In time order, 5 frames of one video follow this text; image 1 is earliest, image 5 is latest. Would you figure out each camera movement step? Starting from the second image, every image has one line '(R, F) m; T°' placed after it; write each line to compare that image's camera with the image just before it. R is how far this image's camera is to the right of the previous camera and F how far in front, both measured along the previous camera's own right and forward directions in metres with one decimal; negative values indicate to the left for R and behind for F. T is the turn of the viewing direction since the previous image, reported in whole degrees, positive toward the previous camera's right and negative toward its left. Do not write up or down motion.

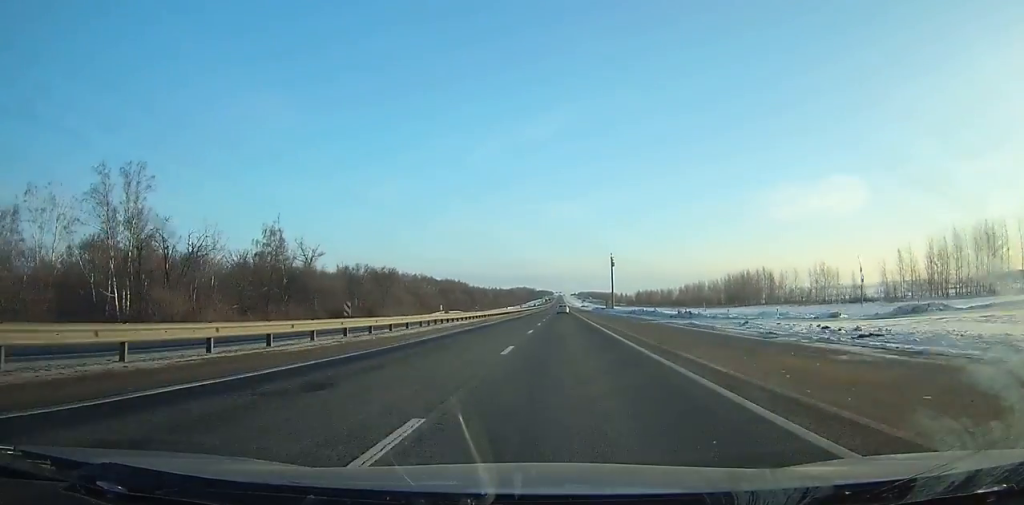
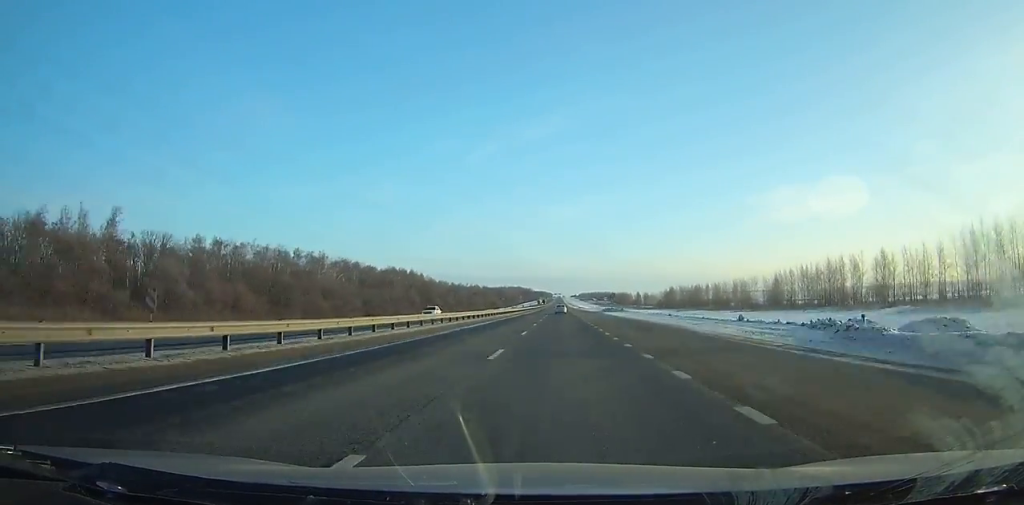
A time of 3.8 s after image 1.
(+0.2, +136.3) m; 0°
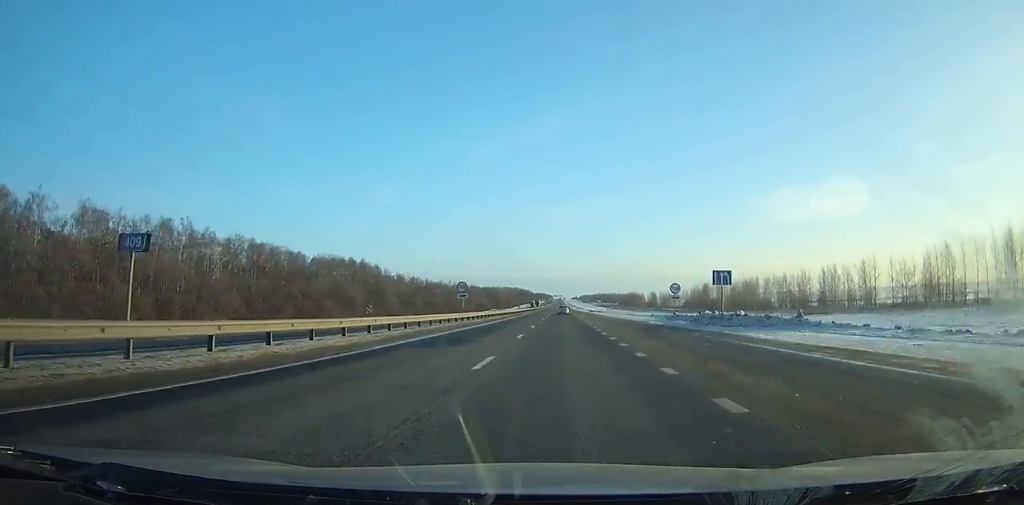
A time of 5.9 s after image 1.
(0.0, +75.7) m; 0°
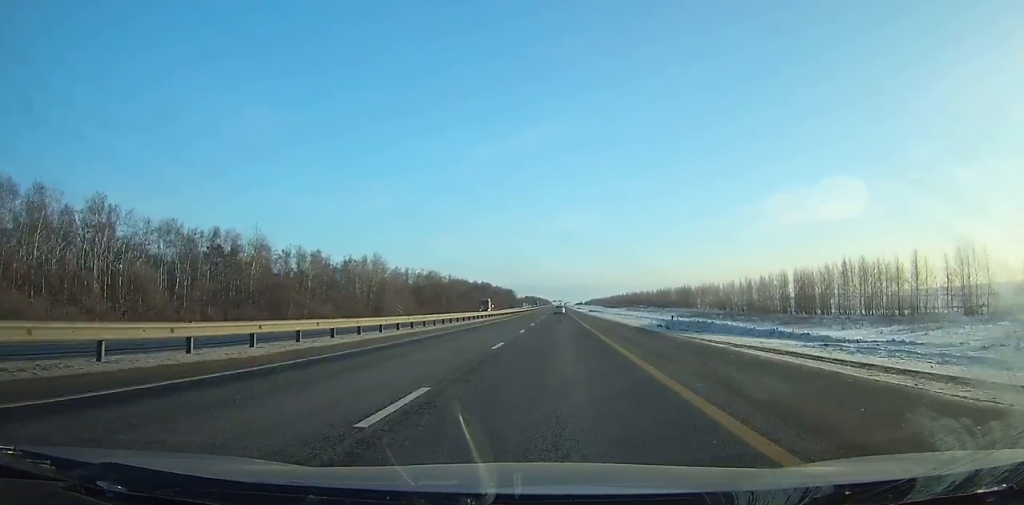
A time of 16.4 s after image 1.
(0.0, +379.8) m; 0°
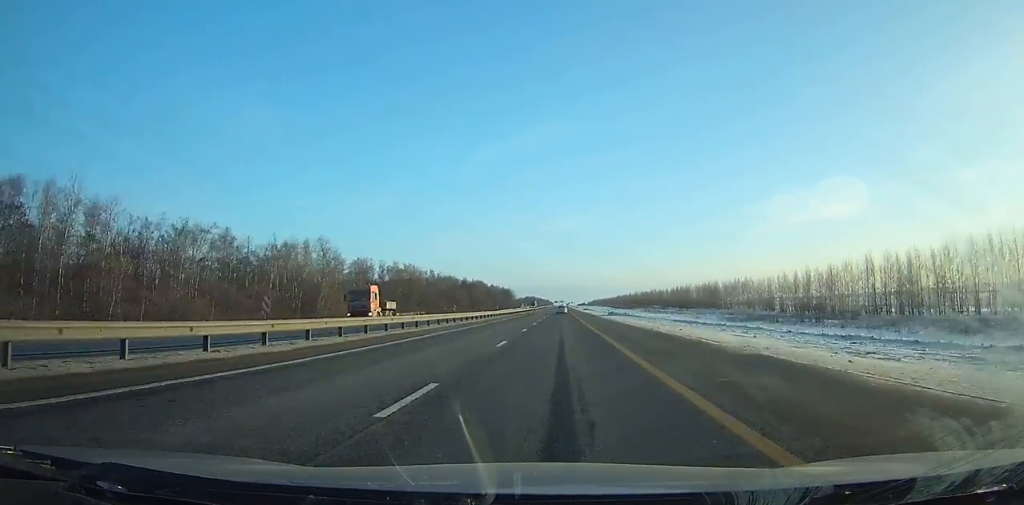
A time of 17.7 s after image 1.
(0.0, +47.0) m; 0°
